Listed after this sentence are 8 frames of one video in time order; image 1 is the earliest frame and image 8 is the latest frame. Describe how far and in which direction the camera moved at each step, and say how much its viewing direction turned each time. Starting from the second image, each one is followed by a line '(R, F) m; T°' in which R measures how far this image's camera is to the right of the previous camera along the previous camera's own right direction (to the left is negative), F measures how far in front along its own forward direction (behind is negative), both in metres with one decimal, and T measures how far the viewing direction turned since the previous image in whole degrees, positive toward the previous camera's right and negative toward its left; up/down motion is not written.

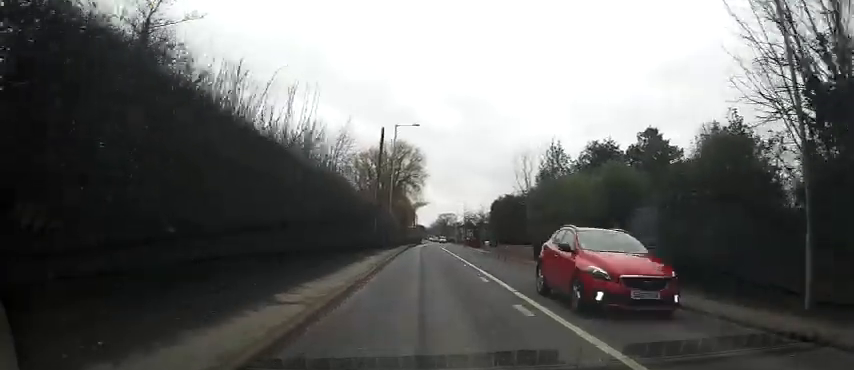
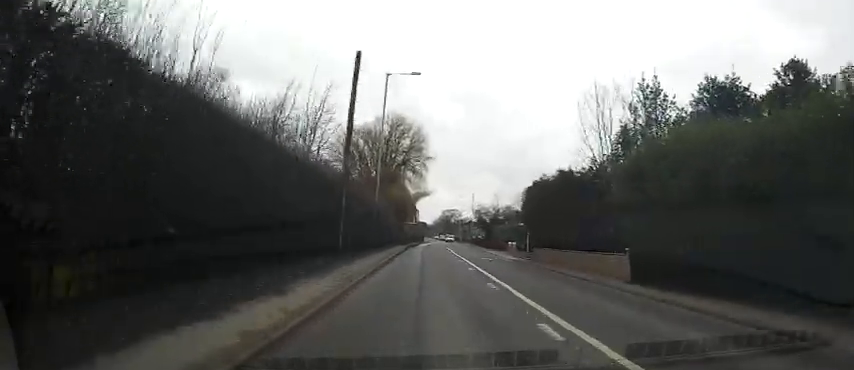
(-0.1, +13.7) m; -1°
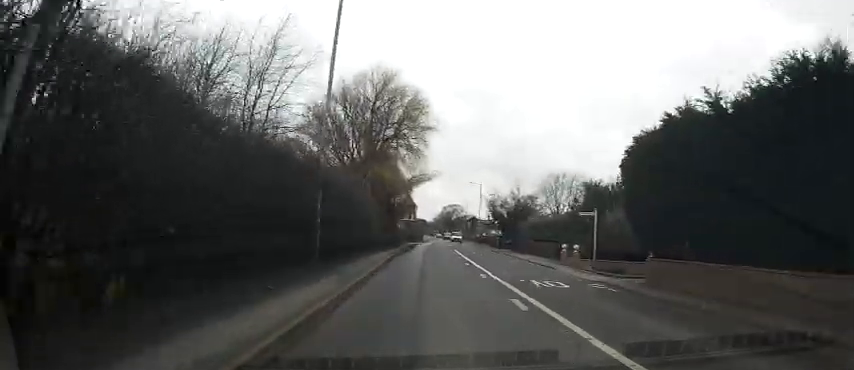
(-0.1, +15.7) m; 0°
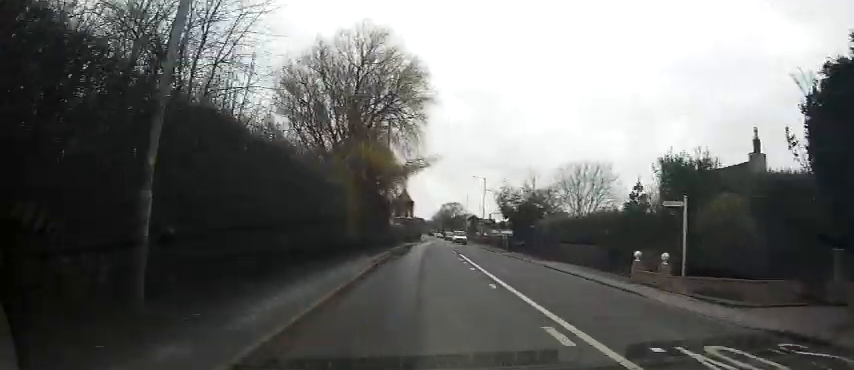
(0.0, +9.1) m; 0°
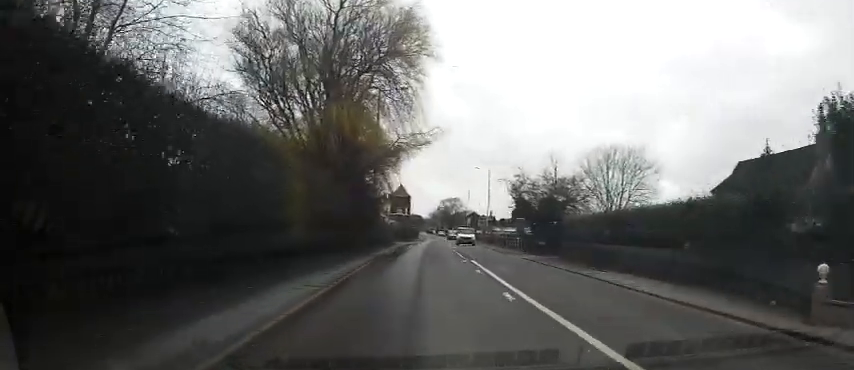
(+0.1, +8.5) m; 0°
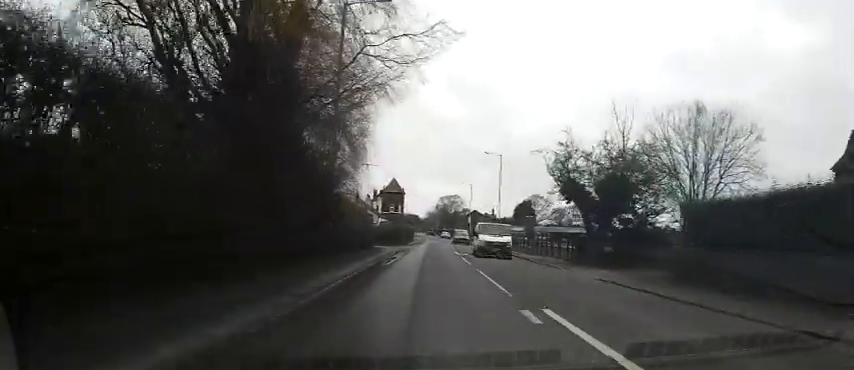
(-0.1, +14.2) m; 0°
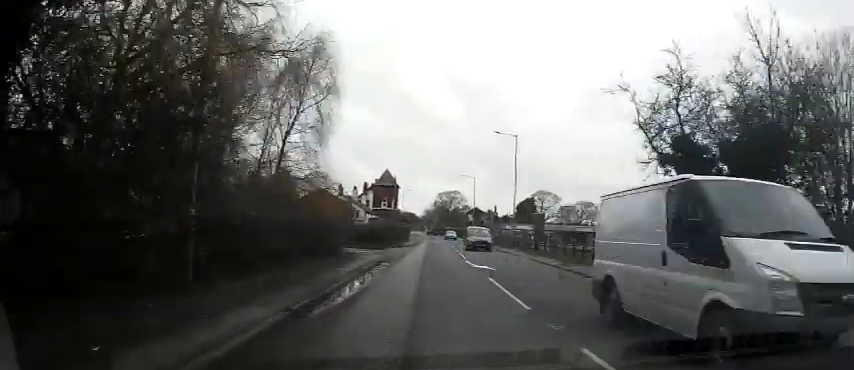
(0.0, +12.0) m; 0°
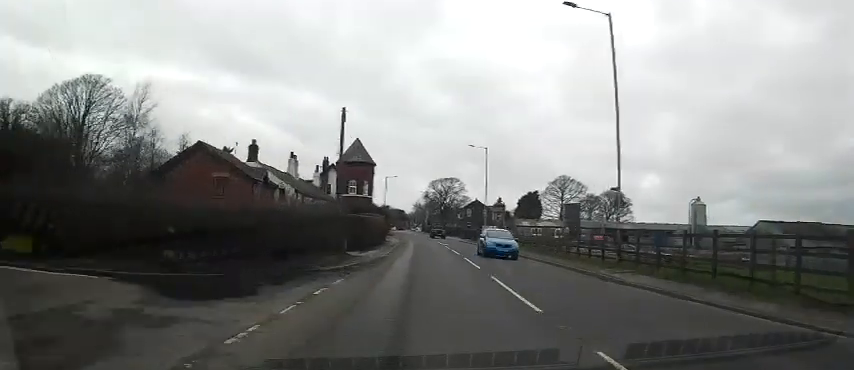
(+0.4, +27.5) m; +1°
